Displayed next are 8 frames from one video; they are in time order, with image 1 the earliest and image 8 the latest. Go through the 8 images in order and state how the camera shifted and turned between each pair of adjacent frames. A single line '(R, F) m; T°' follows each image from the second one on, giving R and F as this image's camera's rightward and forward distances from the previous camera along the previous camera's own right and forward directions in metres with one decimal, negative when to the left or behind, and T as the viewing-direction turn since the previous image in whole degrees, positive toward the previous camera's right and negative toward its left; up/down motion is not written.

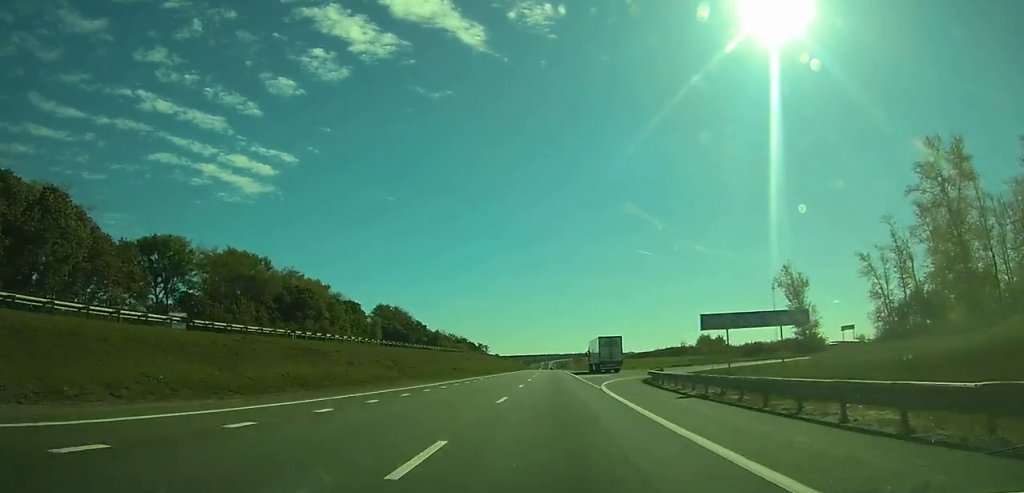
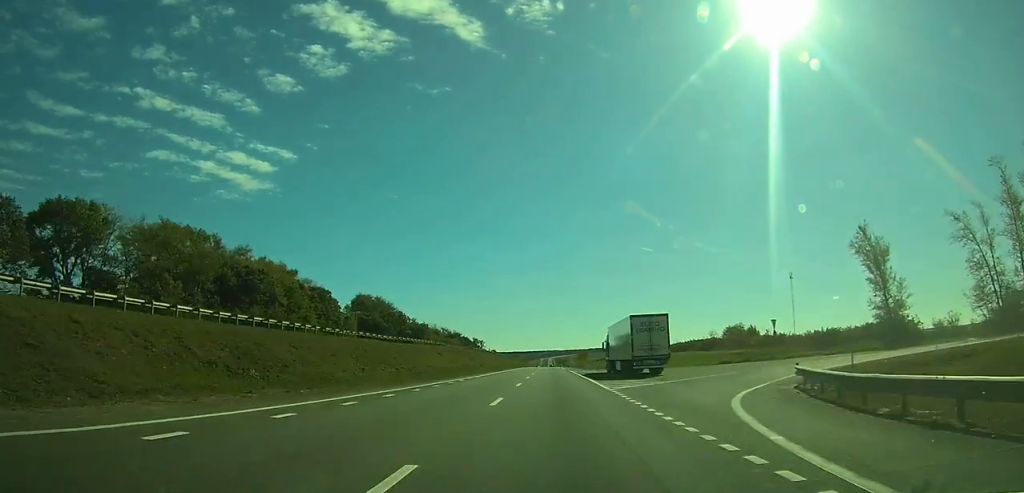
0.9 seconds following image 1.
(0.0, +26.1) m; 0°
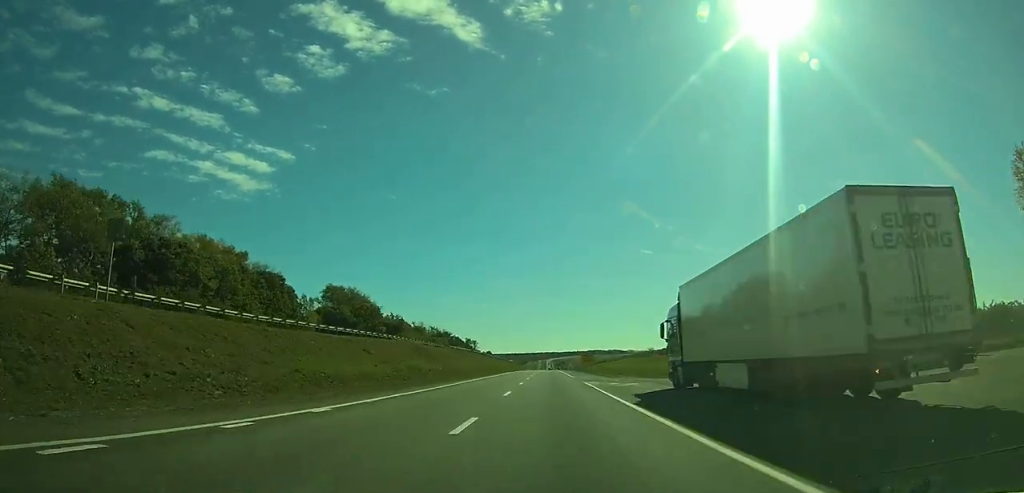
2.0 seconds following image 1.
(0.0, +29.6) m; 0°
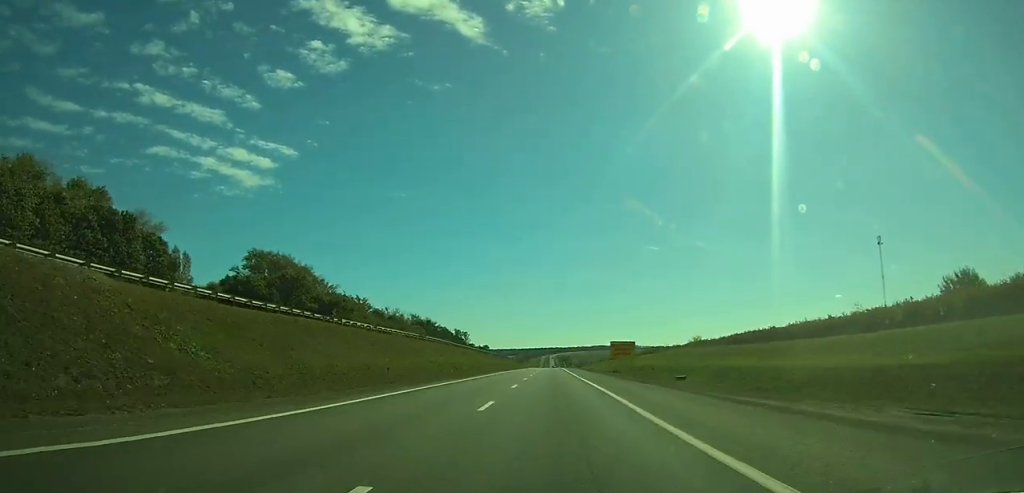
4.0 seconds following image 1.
(-0.1, +55.4) m; 0°
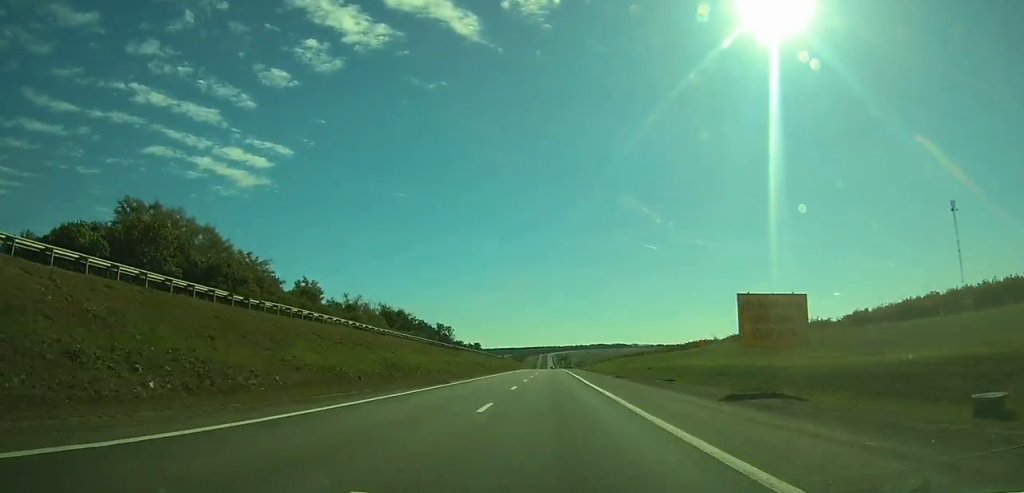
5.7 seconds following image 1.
(0.0, +48.0) m; 0°
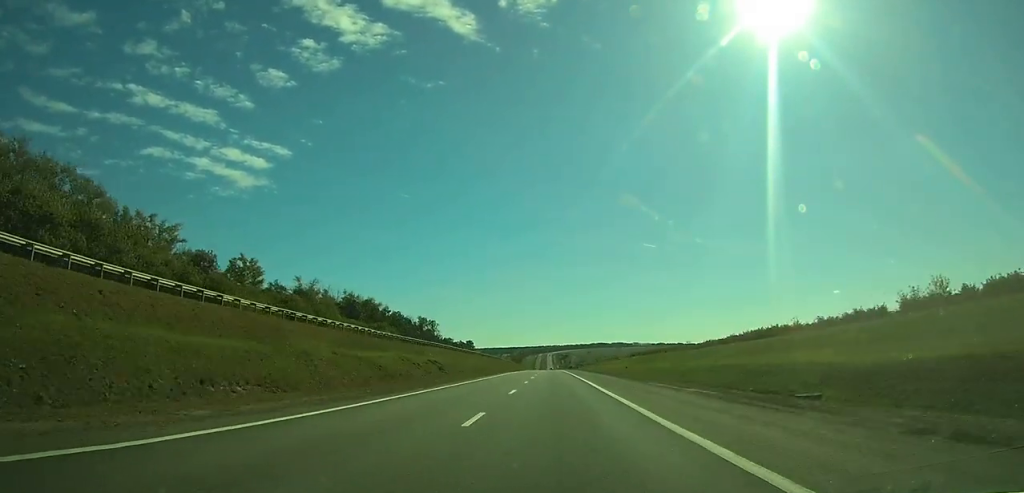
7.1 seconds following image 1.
(0.0, +38.7) m; 0°
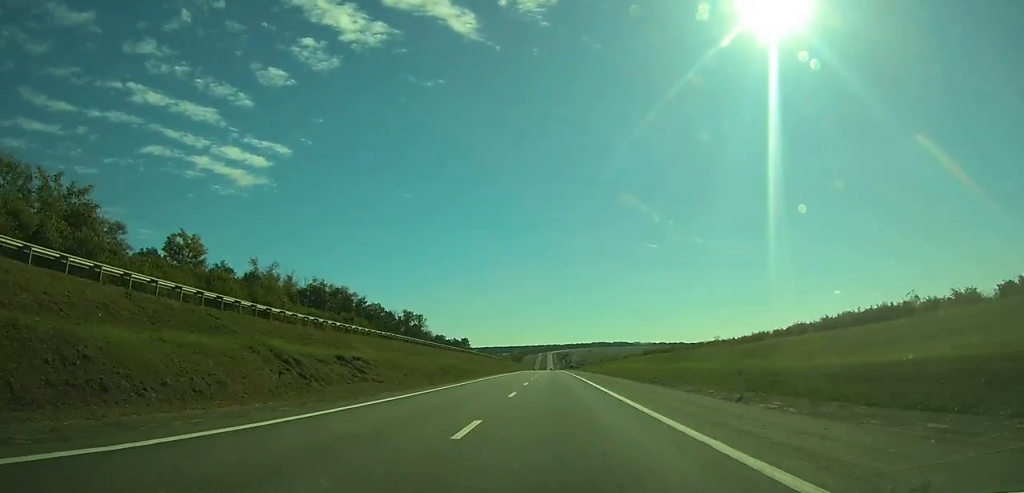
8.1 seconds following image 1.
(-0.1, +26.0) m; 0°
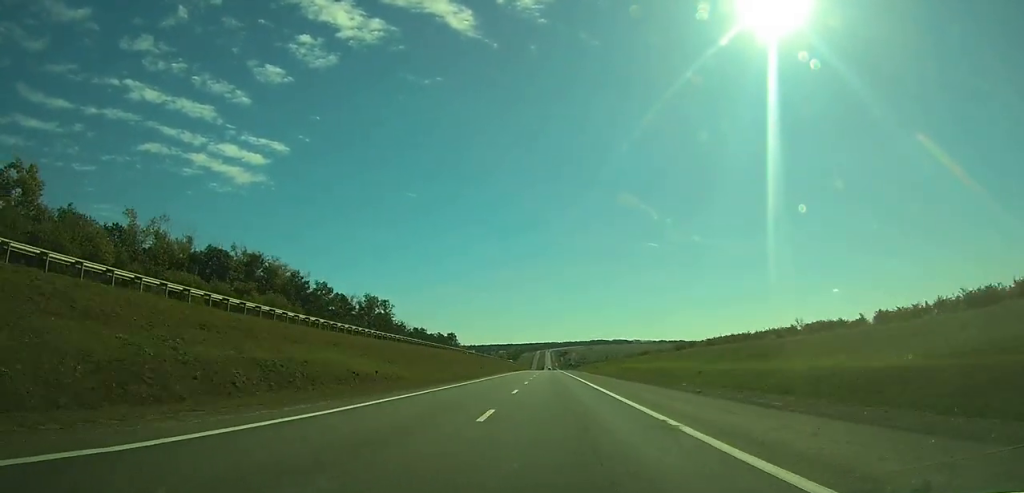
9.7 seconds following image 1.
(0.0, +44.6) m; 0°
